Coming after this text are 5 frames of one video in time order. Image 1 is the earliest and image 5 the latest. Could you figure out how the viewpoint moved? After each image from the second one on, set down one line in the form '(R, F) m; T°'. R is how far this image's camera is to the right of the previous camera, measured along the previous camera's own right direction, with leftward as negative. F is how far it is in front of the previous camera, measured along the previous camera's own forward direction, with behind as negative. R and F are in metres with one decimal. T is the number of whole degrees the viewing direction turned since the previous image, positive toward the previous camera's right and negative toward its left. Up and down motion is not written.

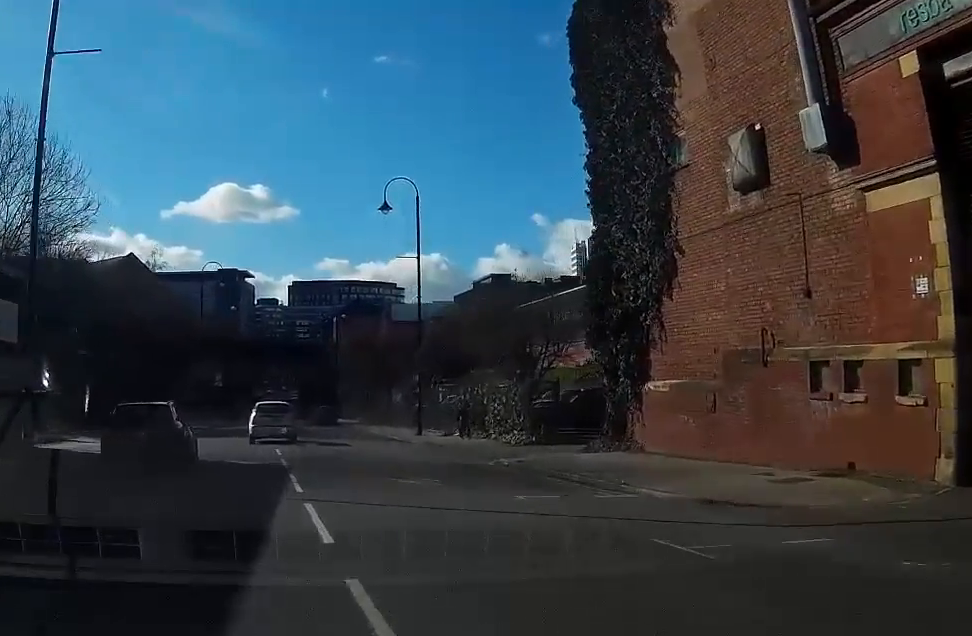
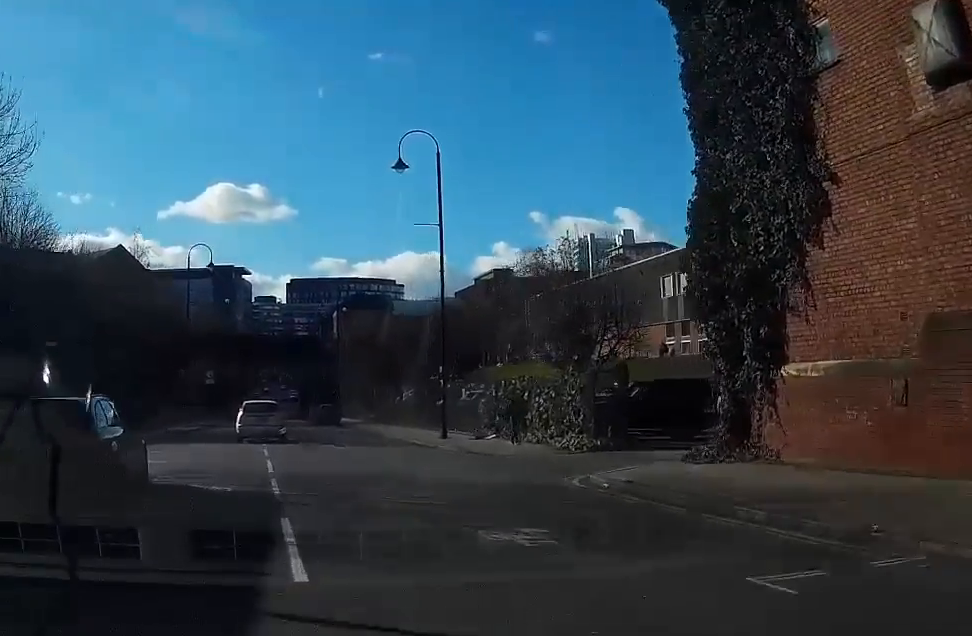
(0.0, +7.2) m; -1°
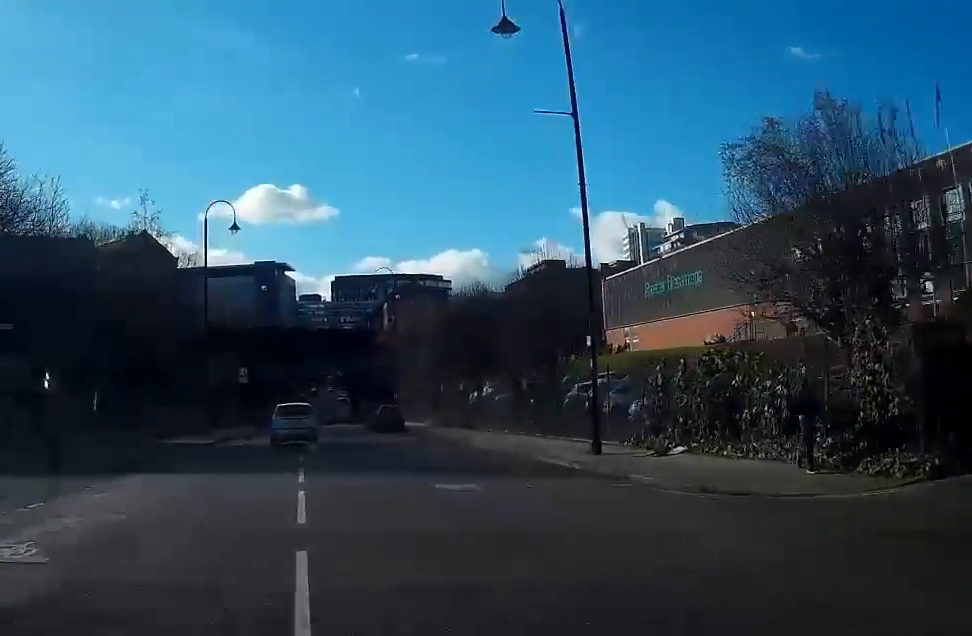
(-0.2, +13.8) m; -2°
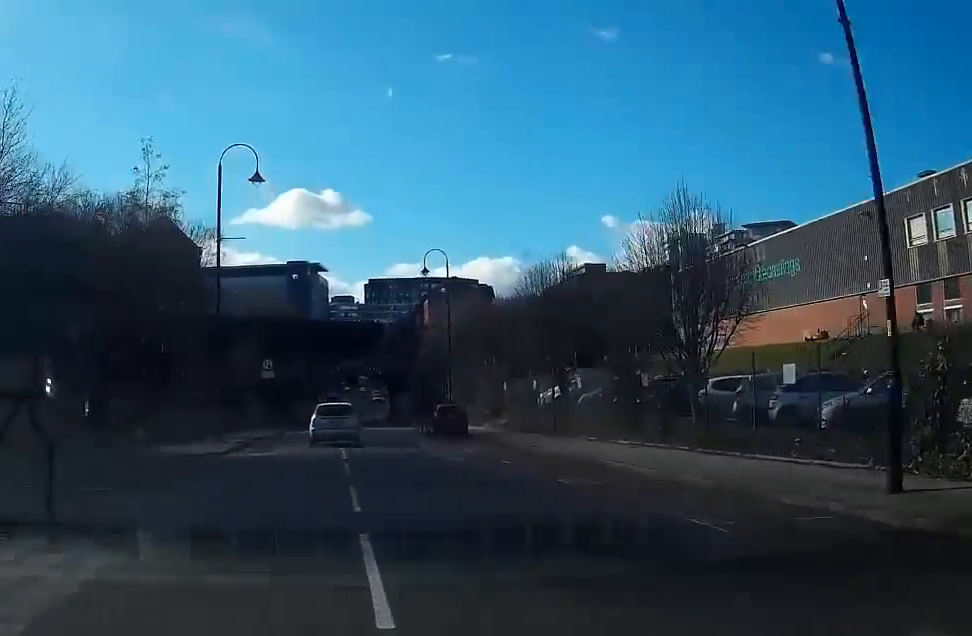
(-0.2, +11.0) m; -1°
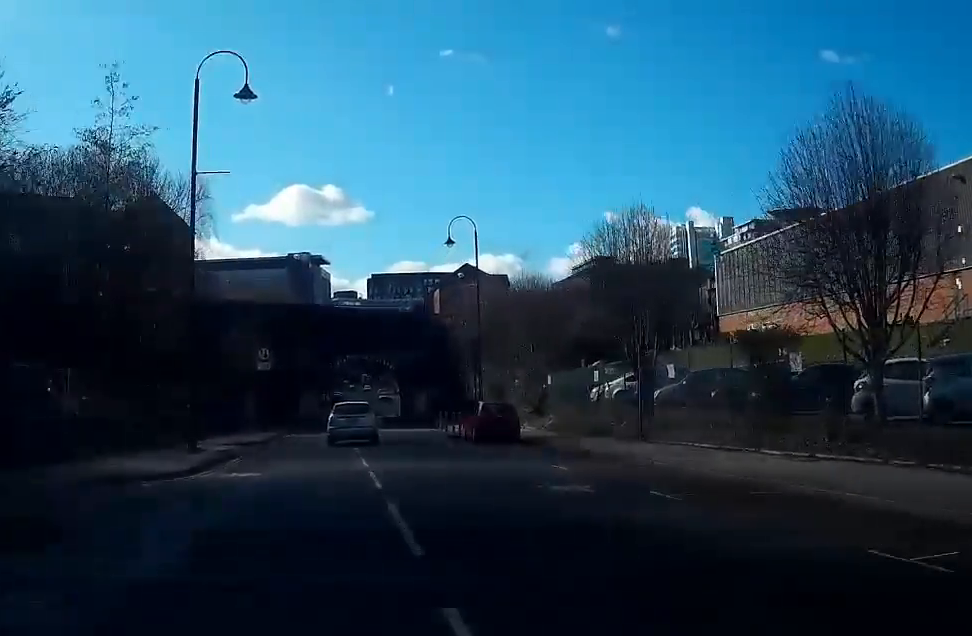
(-0.1, +9.6) m; +1°
